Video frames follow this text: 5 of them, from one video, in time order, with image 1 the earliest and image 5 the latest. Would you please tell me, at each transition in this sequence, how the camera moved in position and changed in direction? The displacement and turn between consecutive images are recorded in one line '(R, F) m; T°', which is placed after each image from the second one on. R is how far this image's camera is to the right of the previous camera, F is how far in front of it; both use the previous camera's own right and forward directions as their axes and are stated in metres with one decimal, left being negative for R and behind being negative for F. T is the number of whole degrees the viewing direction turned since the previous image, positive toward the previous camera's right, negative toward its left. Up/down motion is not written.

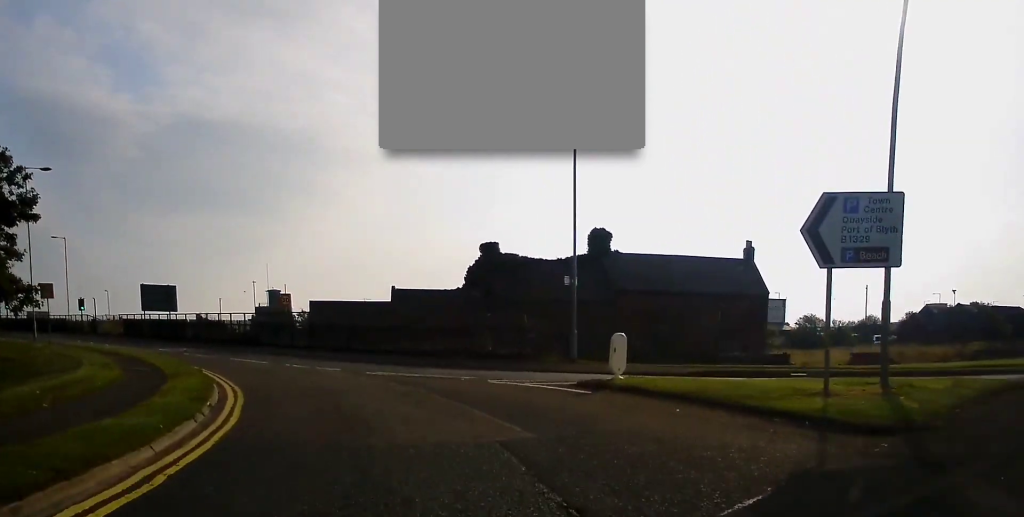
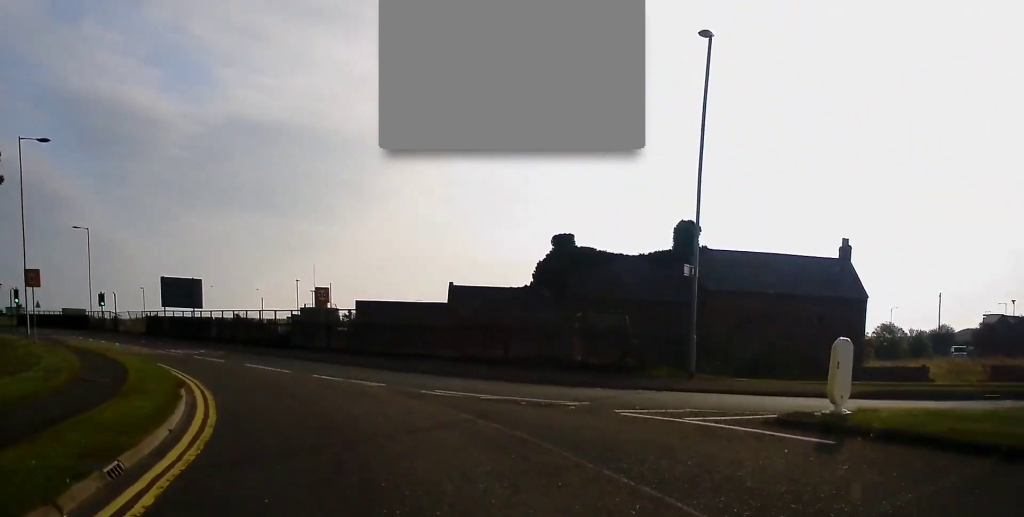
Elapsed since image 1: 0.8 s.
(+0.4, +7.0) m; -3°
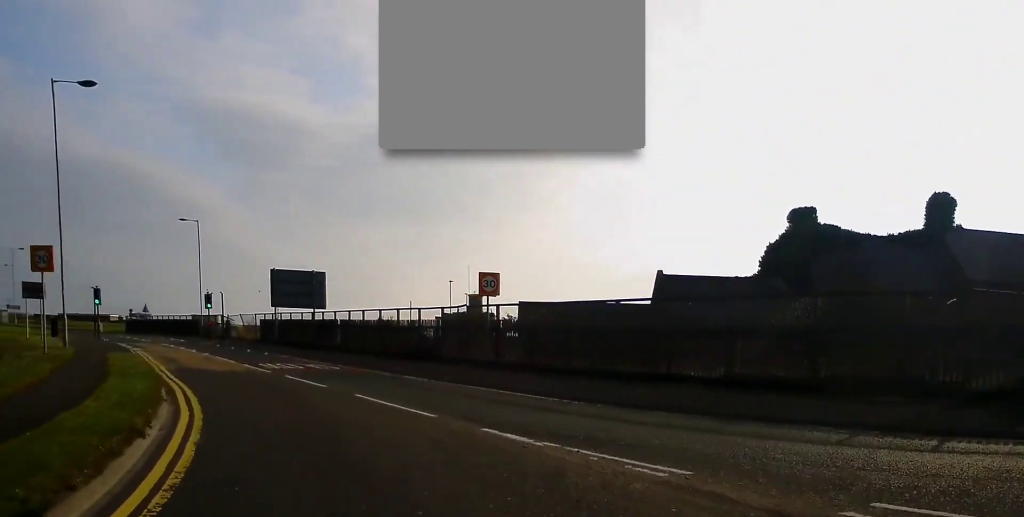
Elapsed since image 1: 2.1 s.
(-1.4, +11.5) m; -10°
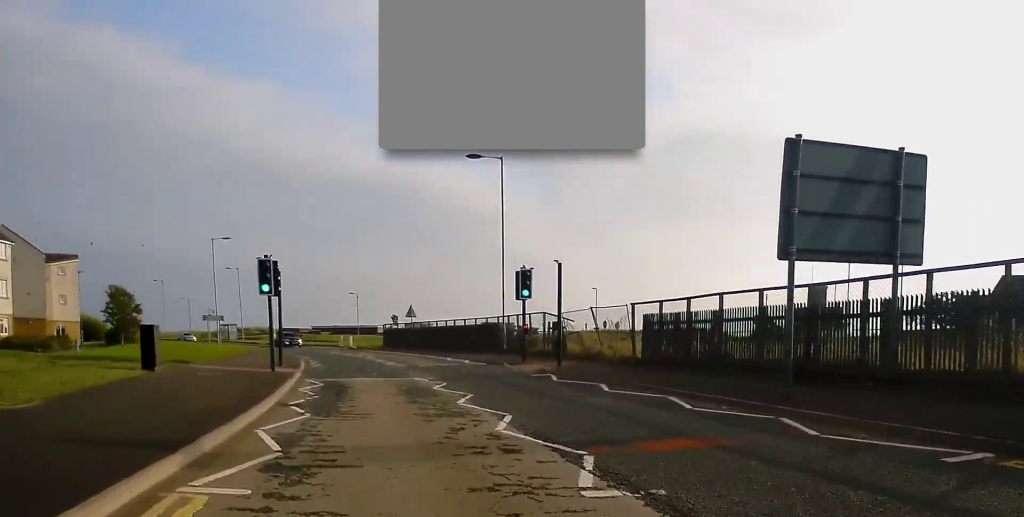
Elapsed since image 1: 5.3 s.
(-6.9, +28.2) m; -22°
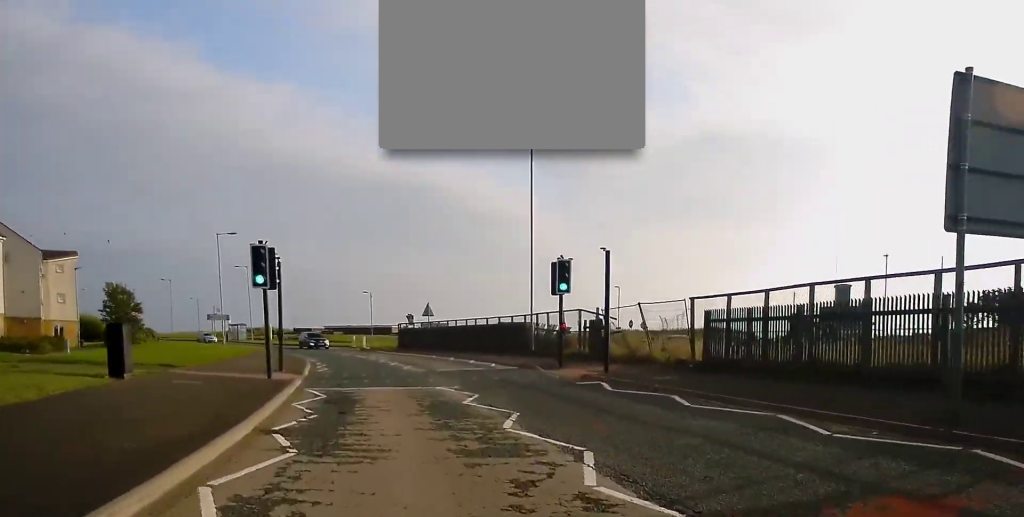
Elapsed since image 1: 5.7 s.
(+0.2, +3.9) m; 0°
